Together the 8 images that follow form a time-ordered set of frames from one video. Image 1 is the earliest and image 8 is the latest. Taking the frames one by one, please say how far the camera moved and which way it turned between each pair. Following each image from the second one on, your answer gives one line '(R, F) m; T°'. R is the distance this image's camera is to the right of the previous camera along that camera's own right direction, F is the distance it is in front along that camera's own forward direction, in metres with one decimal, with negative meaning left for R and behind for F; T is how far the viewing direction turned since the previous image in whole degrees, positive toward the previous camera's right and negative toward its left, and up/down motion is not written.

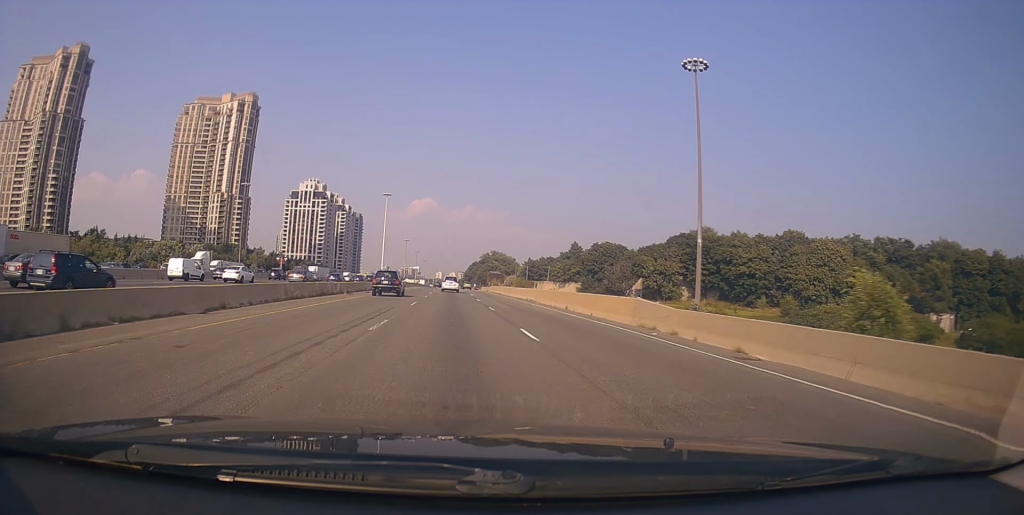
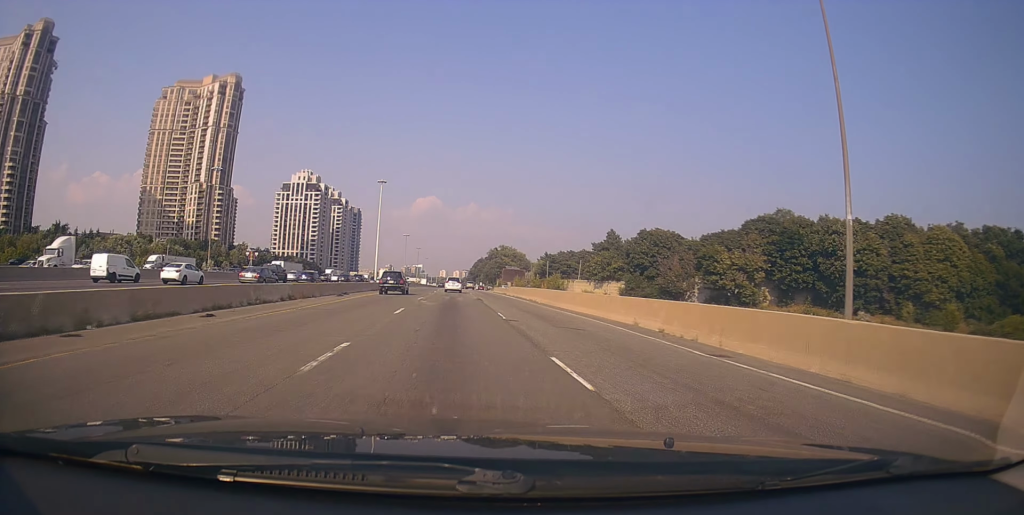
(-0.7, +30.6) m; +1°
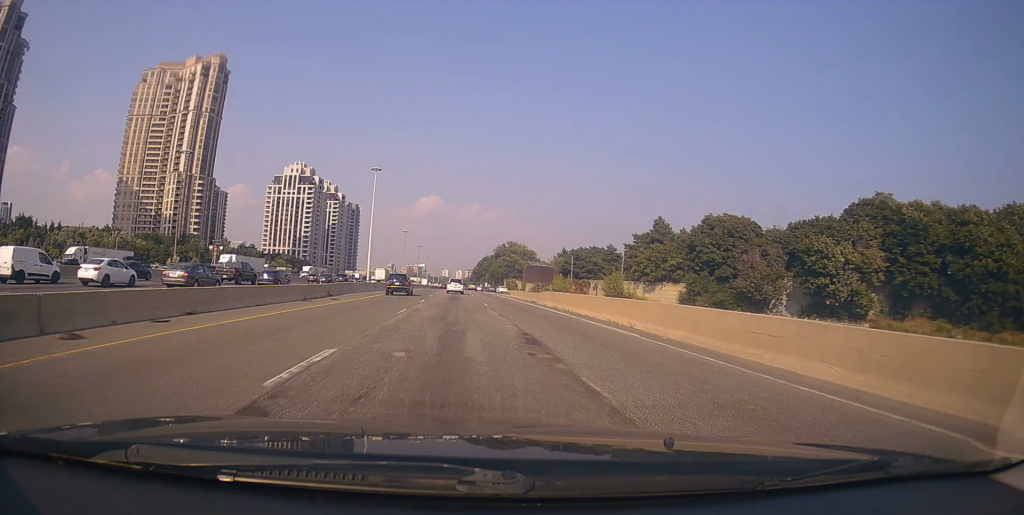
(+1.0, +25.2) m; 0°
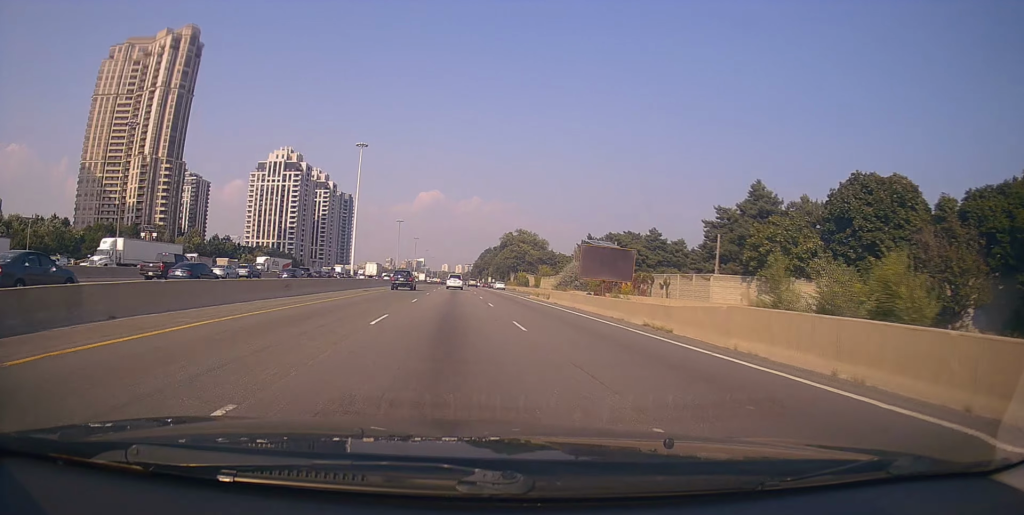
(-1.1, +30.1) m; -2°
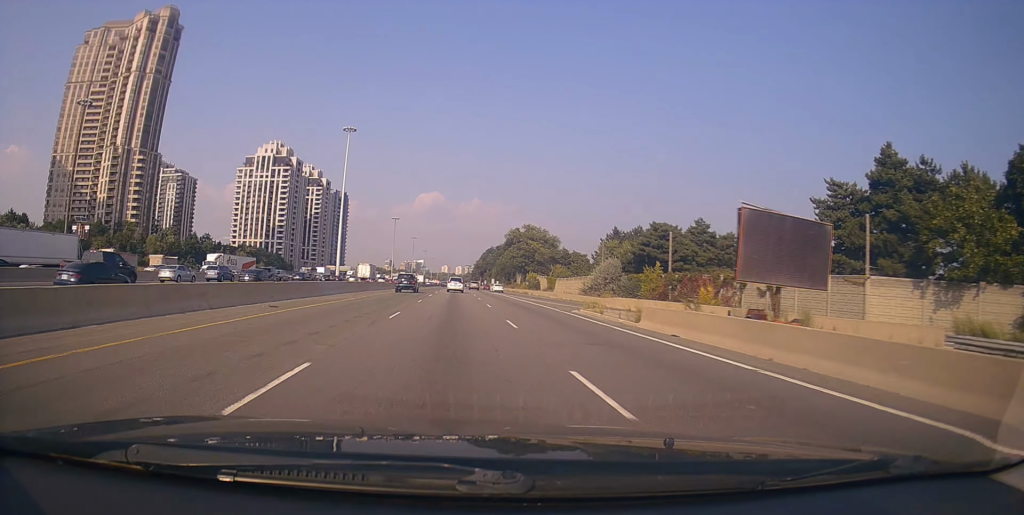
(-0.1, +20.7) m; +1°
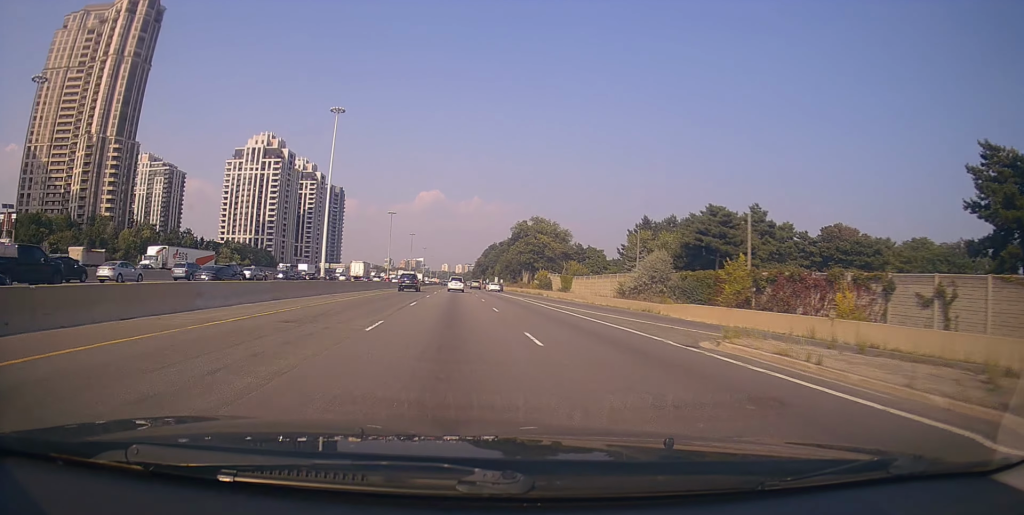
(+0.3, +16.7) m; +1°
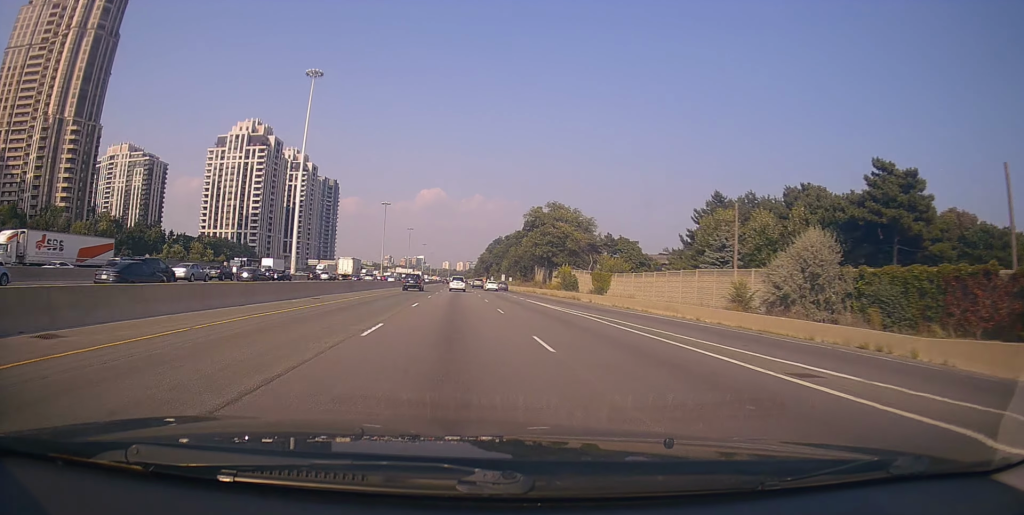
(+0.1, +25.1) m; 0°
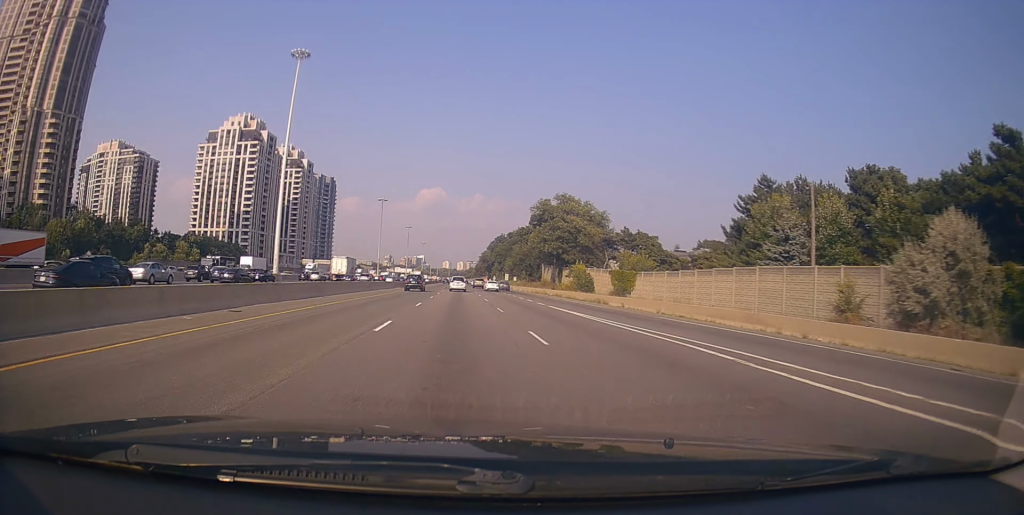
(0.0, +10.8) m; 0°
